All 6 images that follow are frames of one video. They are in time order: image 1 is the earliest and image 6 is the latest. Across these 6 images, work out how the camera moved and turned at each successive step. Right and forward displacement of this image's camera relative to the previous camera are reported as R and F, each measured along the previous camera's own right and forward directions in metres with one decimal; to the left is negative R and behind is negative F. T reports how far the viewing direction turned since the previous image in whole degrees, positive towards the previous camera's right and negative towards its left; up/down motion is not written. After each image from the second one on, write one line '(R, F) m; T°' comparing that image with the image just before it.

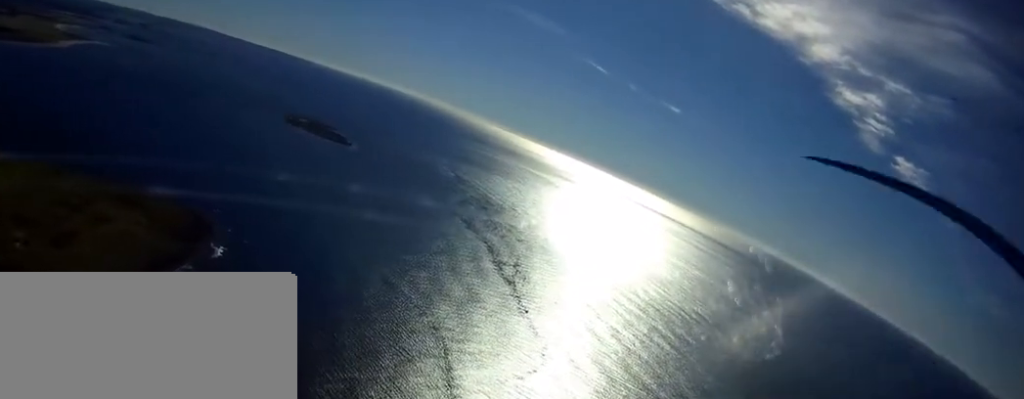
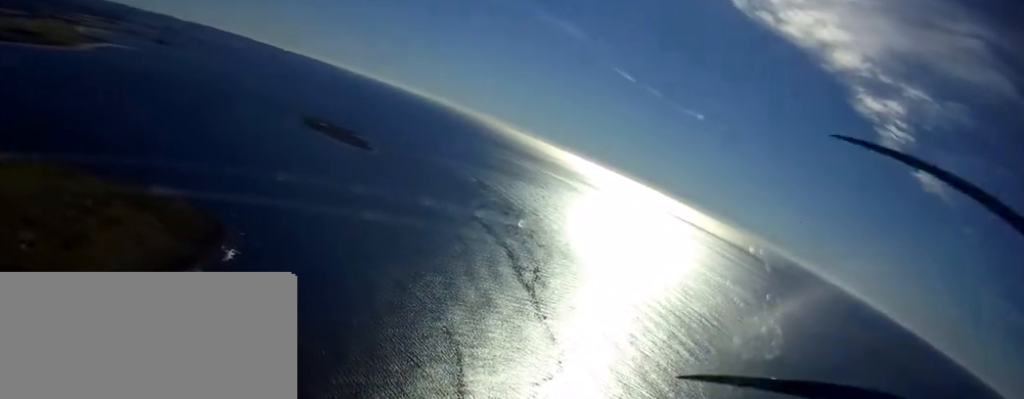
(-0.4, +22.6) m; -2°
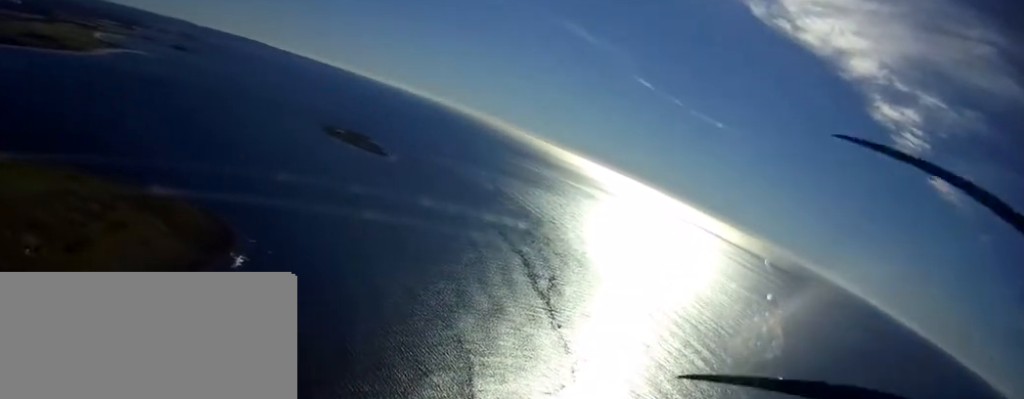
(-0.4, +16.9) m; -2°
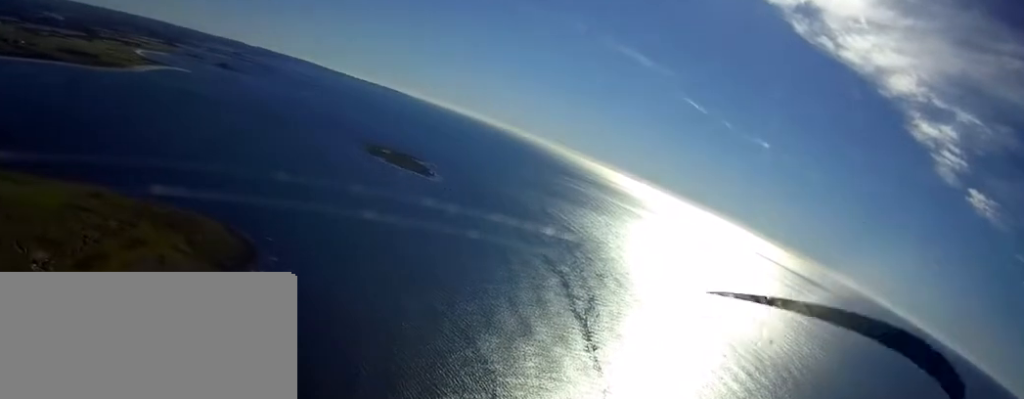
(-2.0, +46.3) m; -5°
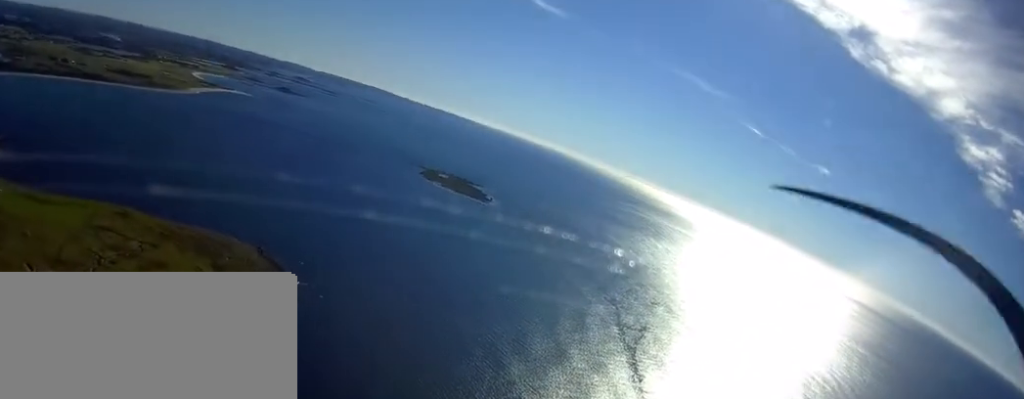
(-3.5, +64.6) m; -6°
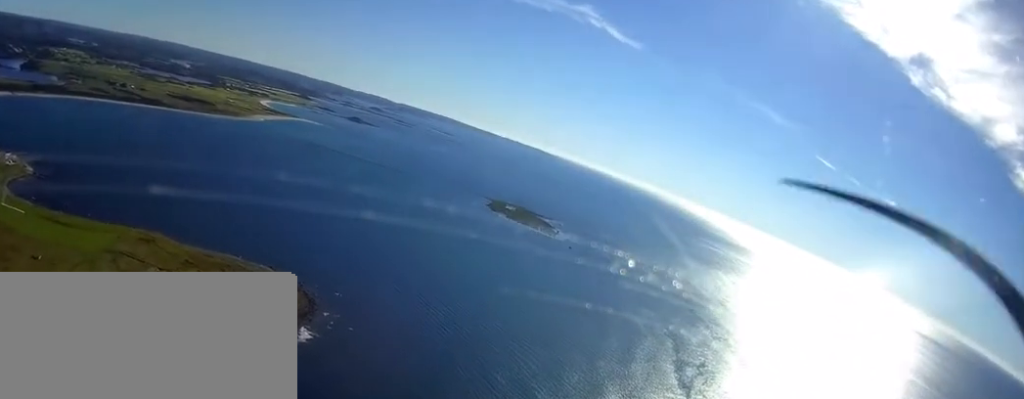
(-6.6, +82.6) m; -9°
